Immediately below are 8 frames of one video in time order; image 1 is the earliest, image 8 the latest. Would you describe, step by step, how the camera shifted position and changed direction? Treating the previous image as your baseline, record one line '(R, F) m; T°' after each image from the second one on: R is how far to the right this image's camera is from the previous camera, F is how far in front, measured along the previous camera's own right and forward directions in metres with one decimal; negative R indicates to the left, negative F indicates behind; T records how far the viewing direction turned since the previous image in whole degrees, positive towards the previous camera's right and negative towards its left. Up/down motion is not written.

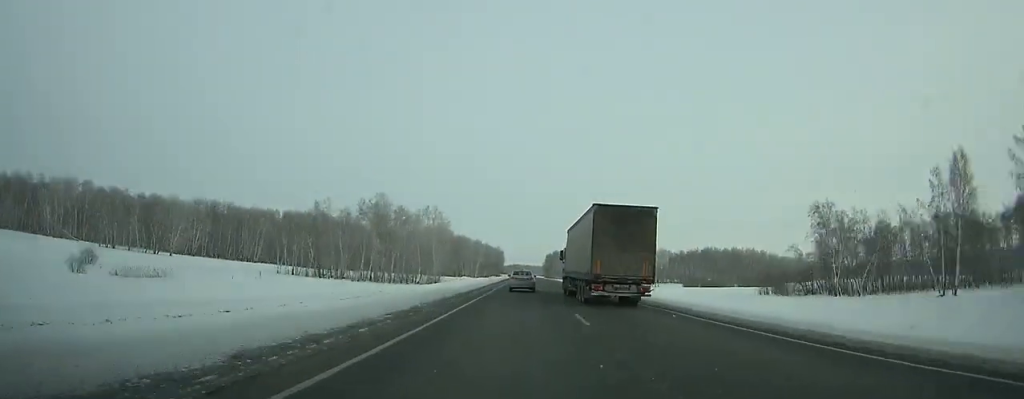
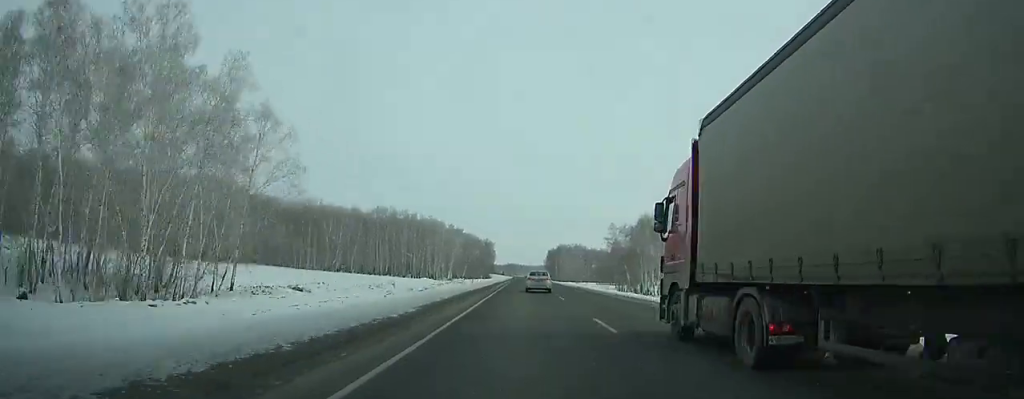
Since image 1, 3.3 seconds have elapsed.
(+7.7, +98.4) m; +5°
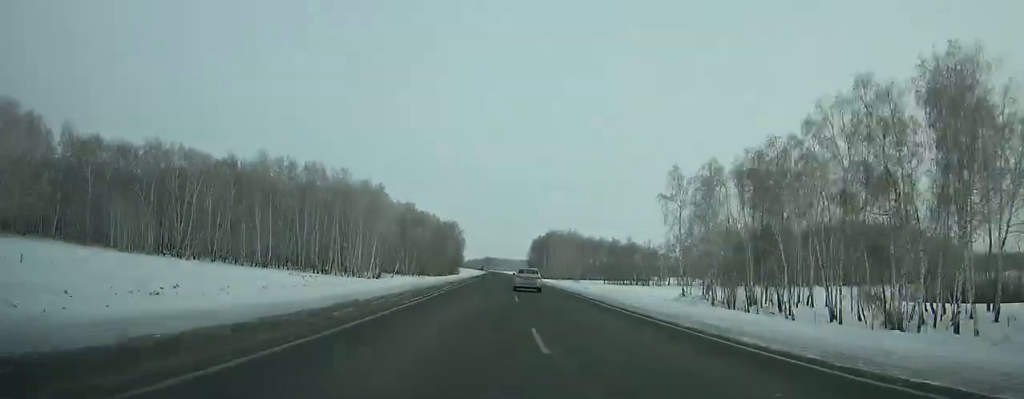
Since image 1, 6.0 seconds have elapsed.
(+0.7, +83.6) m; 0°
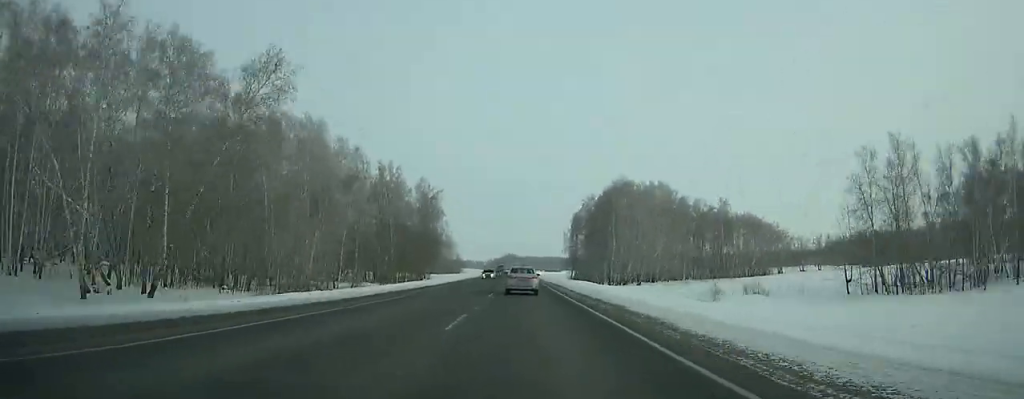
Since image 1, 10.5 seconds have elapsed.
(-1.7, +140.5) m; -2°
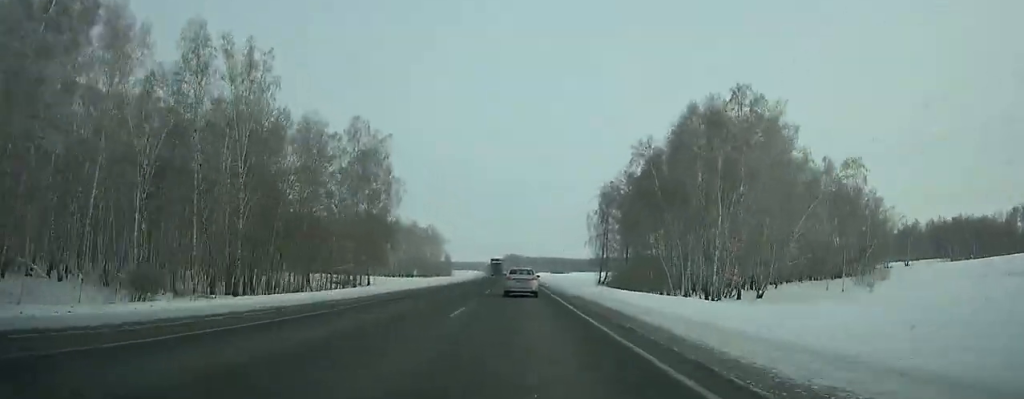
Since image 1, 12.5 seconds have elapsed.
(-0.4, +61.1) m; -1°
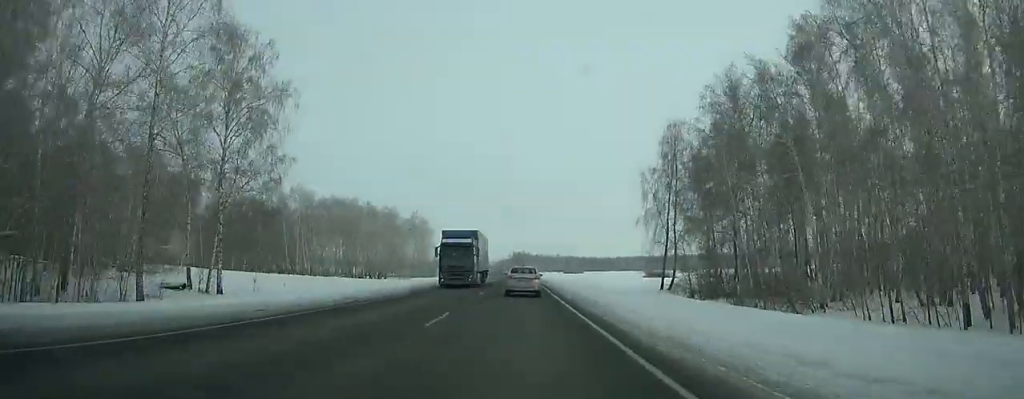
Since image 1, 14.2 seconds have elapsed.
(-0.1, +51.5) m; -1°
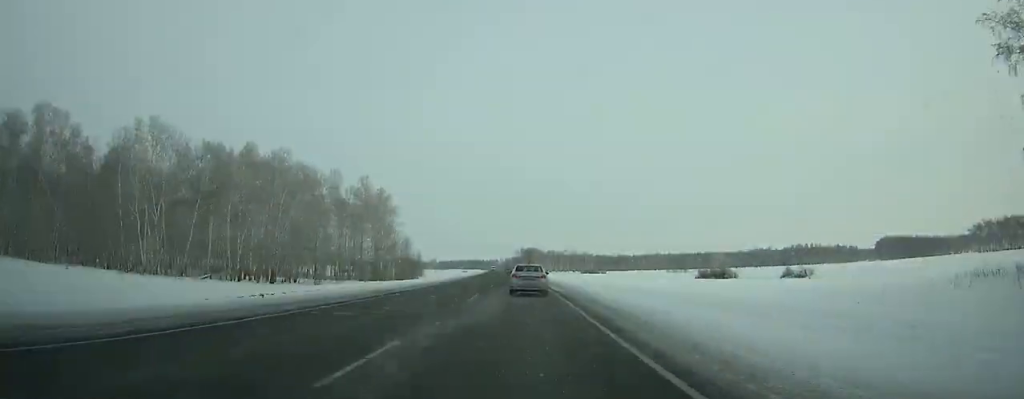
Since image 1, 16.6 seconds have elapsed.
(-0.2, +71.4) m; -1°
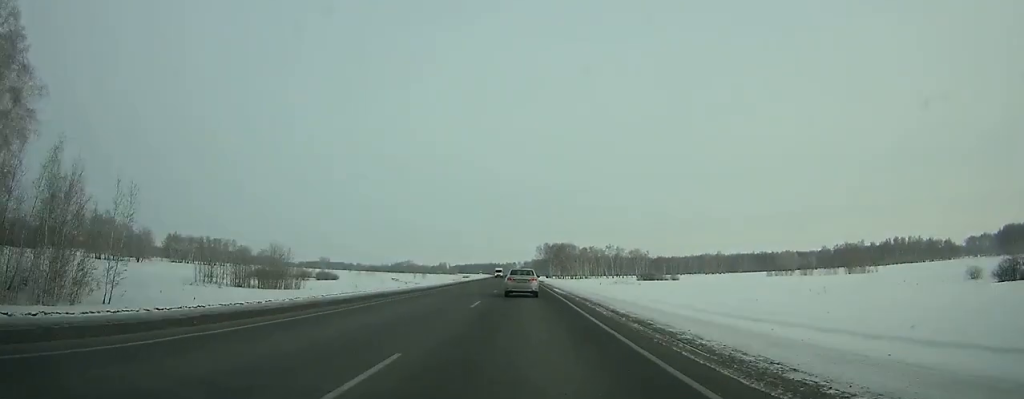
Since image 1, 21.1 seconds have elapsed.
(-3.1, +130.0) m; -2°
